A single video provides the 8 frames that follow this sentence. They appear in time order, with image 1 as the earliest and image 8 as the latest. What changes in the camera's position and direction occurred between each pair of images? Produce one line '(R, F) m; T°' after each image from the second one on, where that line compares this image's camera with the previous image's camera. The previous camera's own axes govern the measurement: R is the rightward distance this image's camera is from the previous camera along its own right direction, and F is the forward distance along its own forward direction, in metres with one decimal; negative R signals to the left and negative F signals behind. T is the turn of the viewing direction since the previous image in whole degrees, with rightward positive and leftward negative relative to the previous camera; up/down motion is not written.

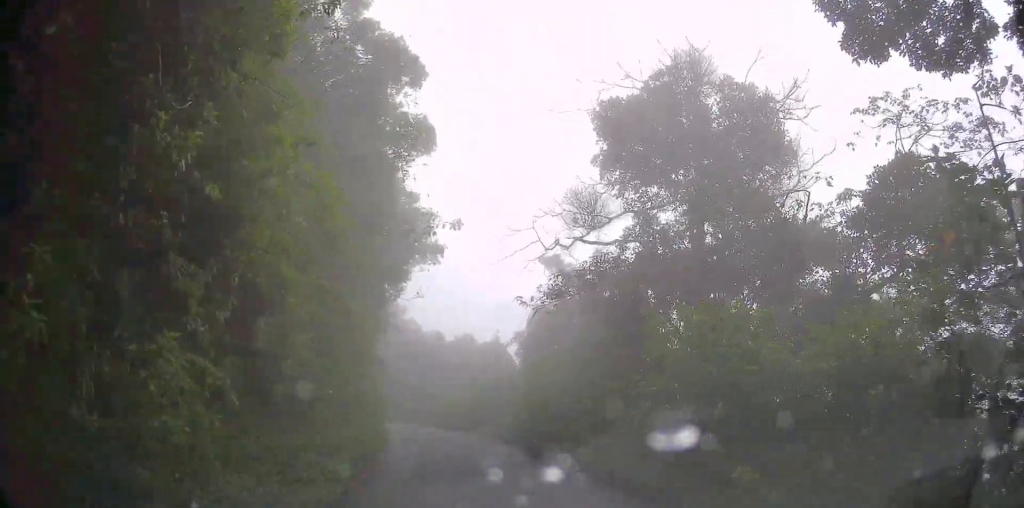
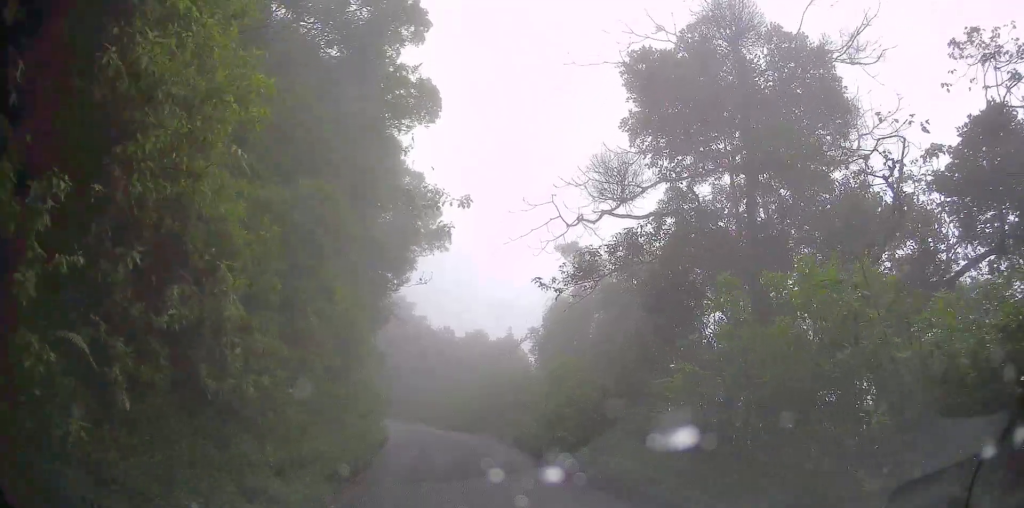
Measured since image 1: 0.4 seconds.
(0.0, +2.3) m; 0°
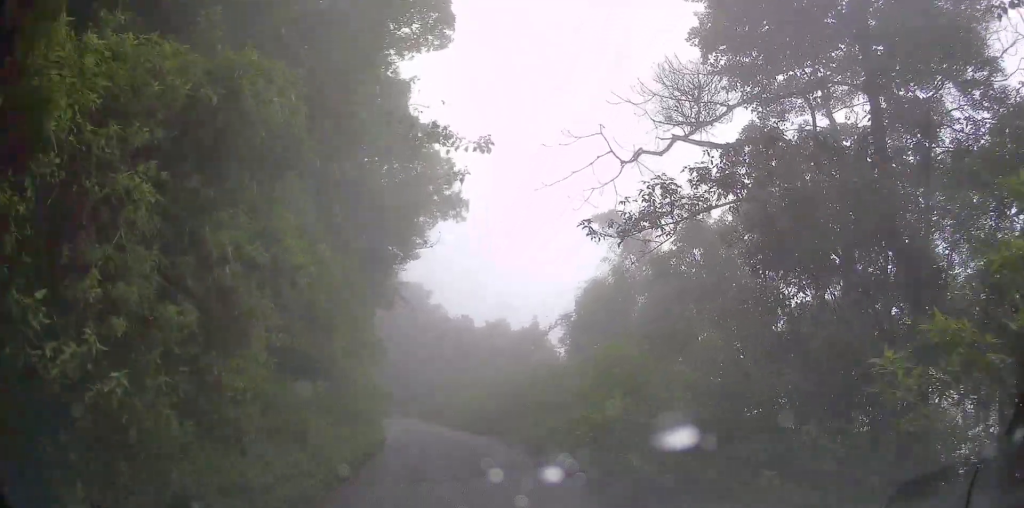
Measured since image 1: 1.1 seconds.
(+0.1, +3.8) m; -3°
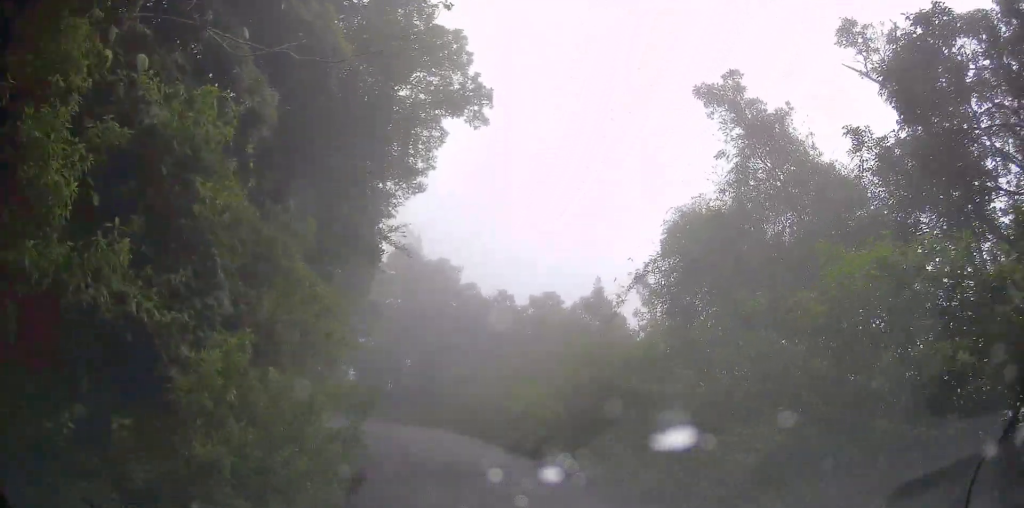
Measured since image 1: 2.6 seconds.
(-0.7, +8.0) m; -5°
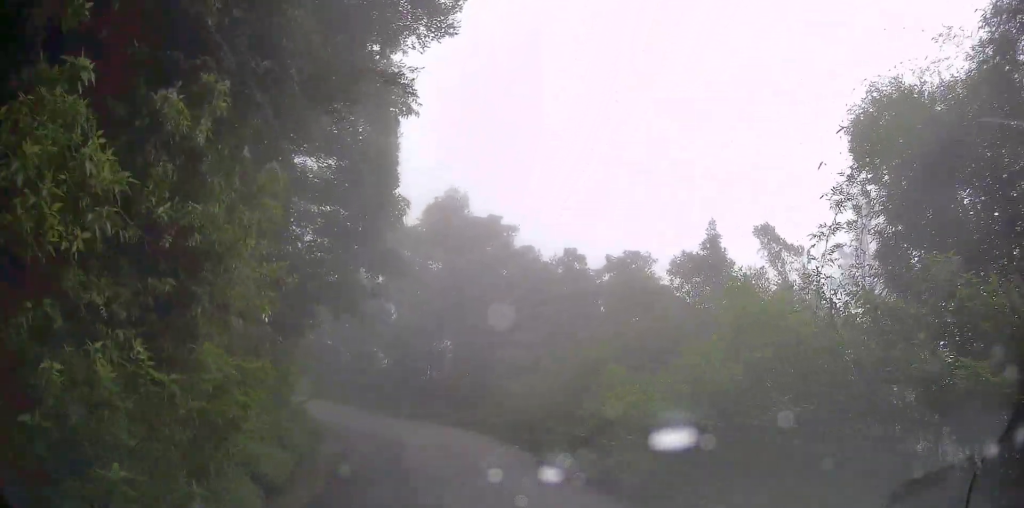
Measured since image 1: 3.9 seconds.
(+0.1, +6.6) m; 0°
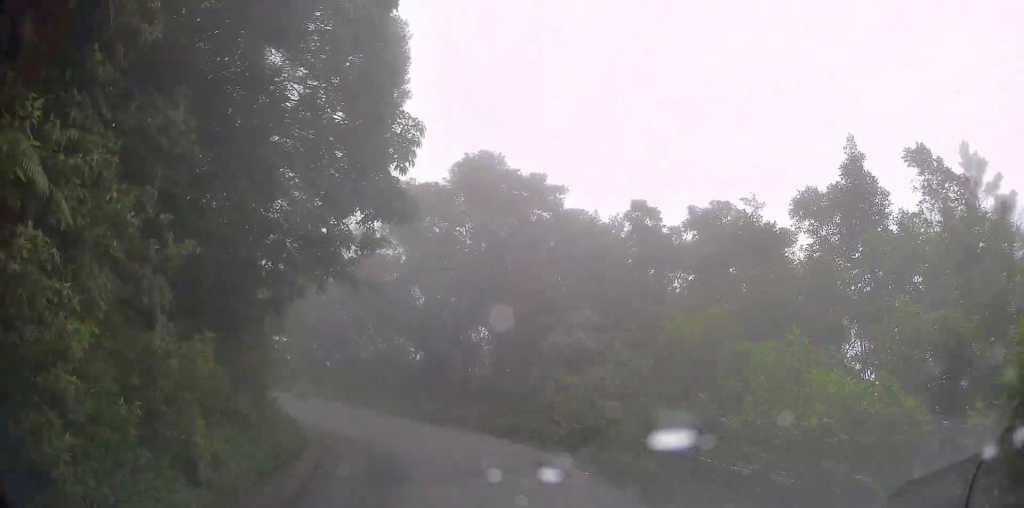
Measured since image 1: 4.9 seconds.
(0.0, +4.8) m; -7°
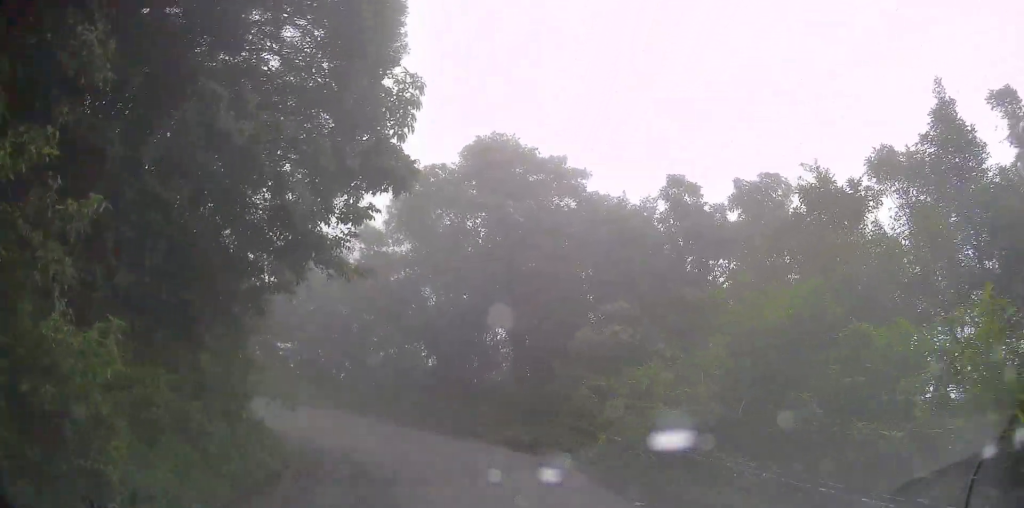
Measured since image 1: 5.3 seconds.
(+0.1, +2.1) m; -3°
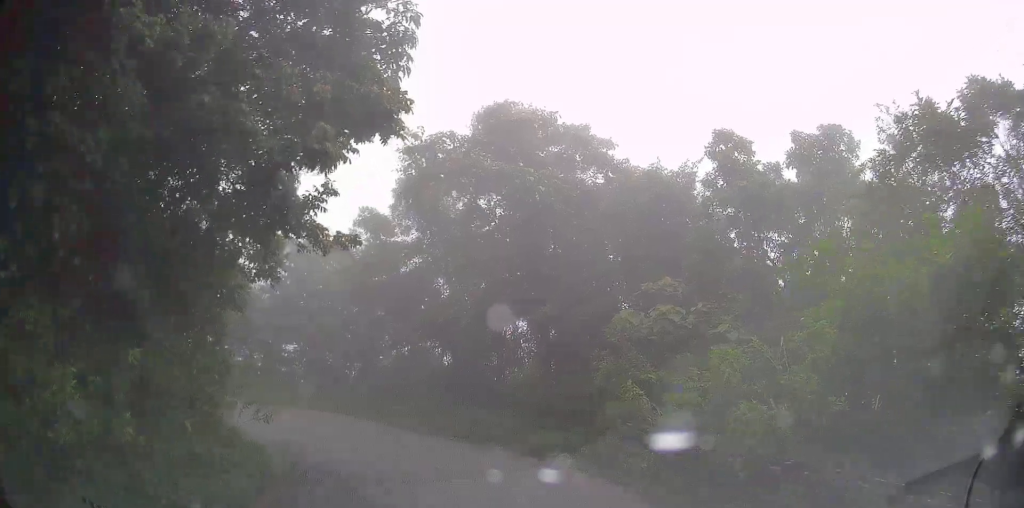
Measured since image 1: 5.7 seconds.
(-0.3, +2.1) m; 0°
